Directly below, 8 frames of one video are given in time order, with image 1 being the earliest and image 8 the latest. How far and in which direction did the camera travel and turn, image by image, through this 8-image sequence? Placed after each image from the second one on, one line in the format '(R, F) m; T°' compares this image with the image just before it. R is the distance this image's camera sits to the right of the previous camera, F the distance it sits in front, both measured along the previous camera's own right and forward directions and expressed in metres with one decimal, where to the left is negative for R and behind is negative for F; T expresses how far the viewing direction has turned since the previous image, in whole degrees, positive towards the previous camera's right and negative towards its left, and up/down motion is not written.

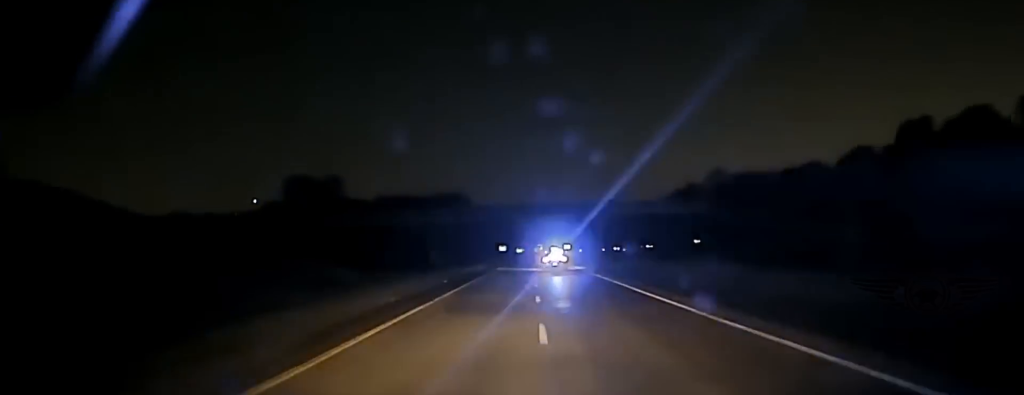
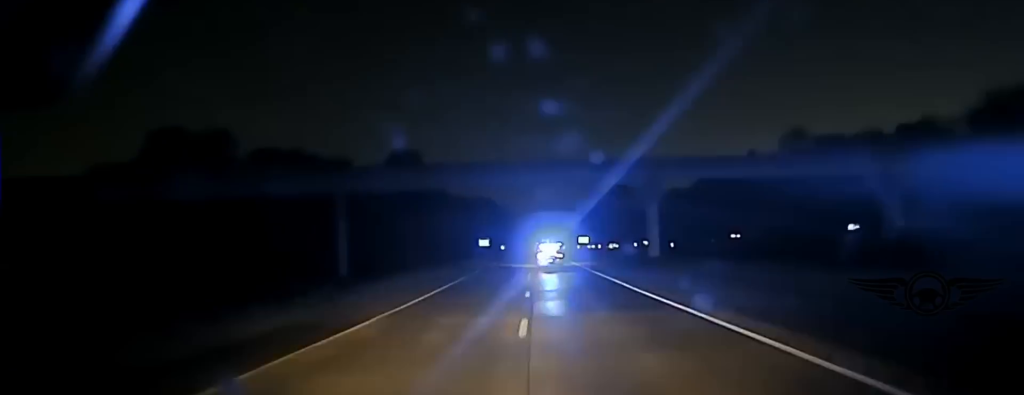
(-0.7, +83.5) m; 0°
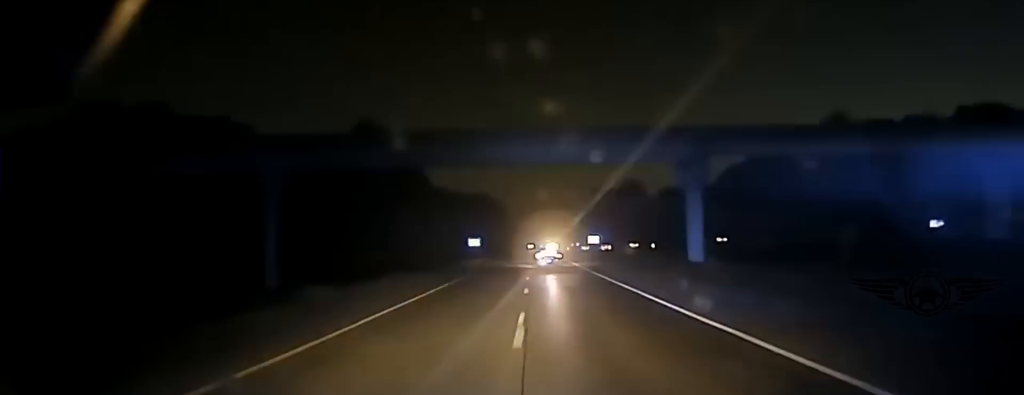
(+0.3, +26.5) m; 0°
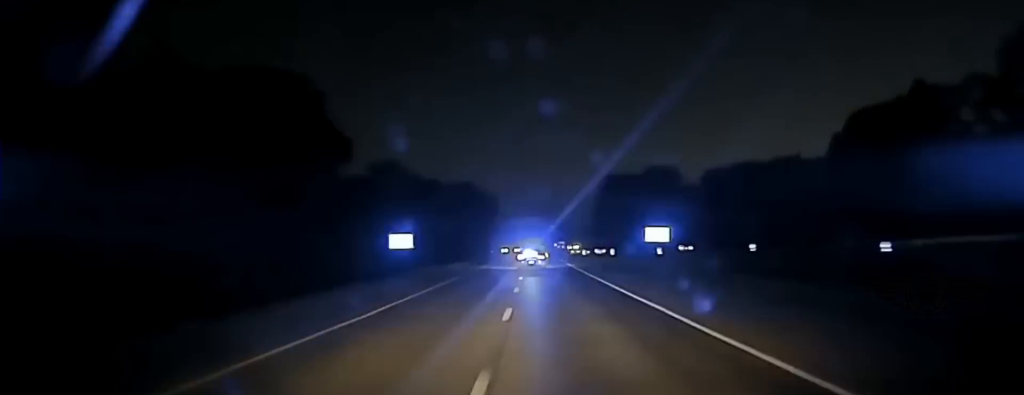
(+0.2, +72.7) m; 0°
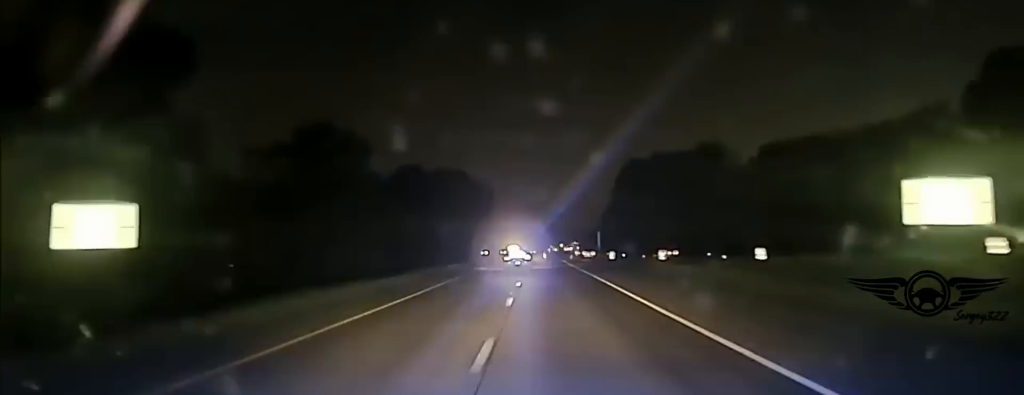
(0.0, +41.6) m; 0°
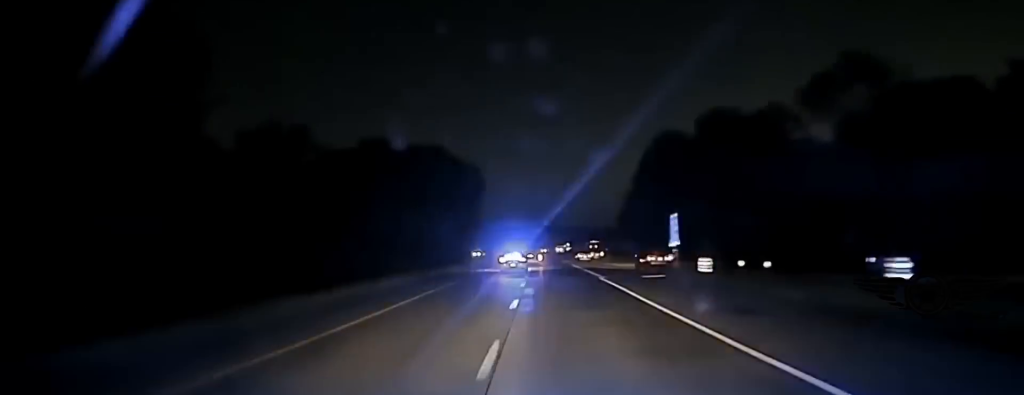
(-0.4, +48.9) m; -1°
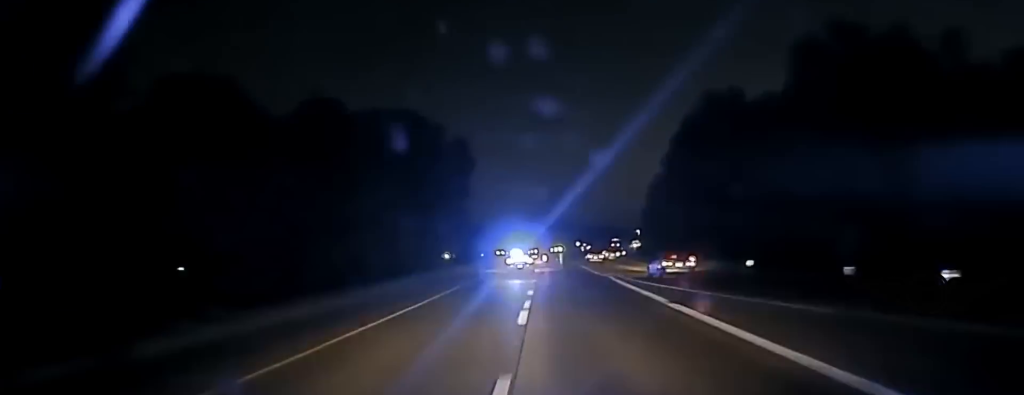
(0.0, +42.8) m; 0°
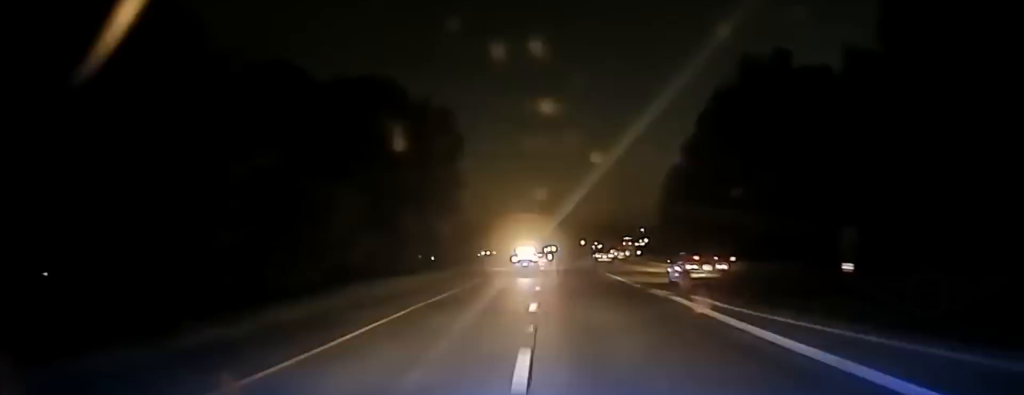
(+0.1, +19.2) m; 0°
